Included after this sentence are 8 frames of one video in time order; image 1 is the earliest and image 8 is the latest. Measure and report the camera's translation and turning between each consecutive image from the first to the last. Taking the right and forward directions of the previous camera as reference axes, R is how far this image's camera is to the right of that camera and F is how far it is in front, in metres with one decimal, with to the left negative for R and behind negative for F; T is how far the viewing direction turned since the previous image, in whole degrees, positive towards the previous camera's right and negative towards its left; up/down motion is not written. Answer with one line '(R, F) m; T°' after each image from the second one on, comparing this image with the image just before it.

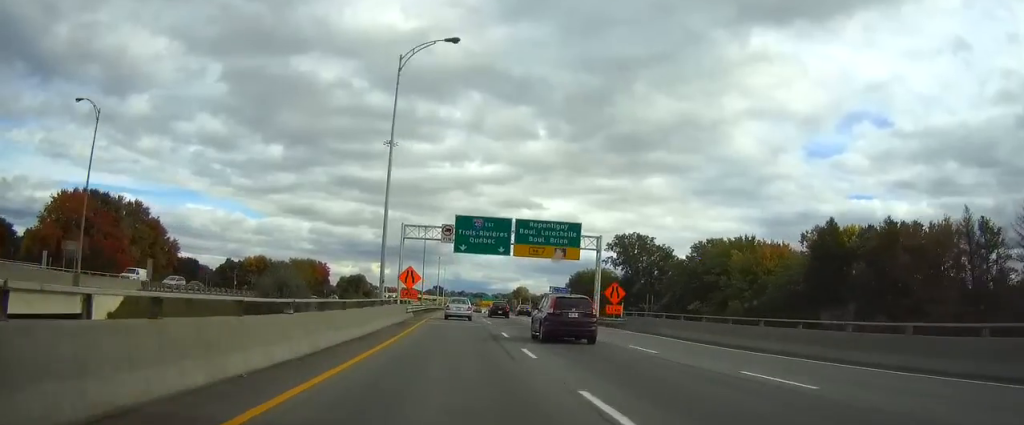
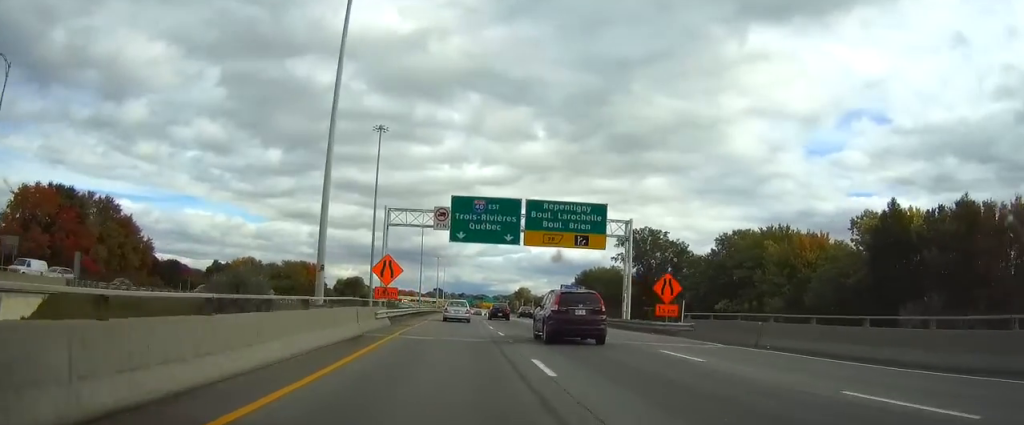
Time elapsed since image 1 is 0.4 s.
(0.0, +13.1) m; 0°
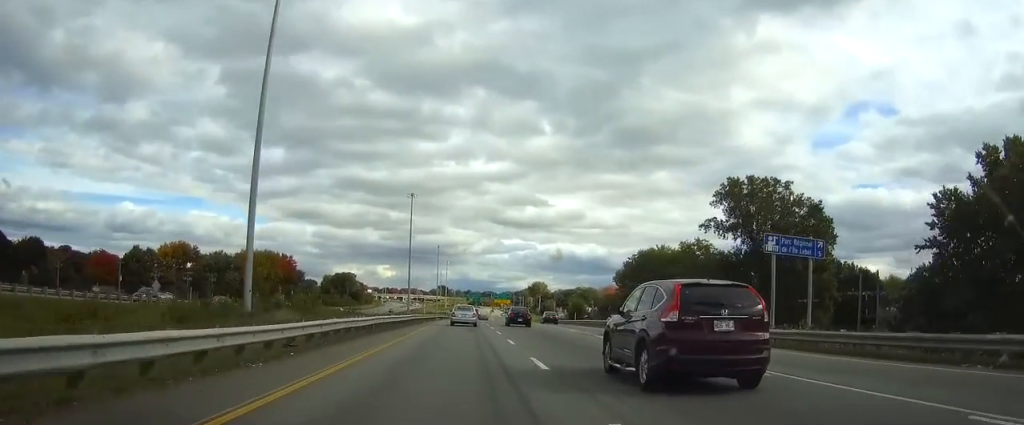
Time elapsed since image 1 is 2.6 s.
(0.0, +66.2) m; 0°
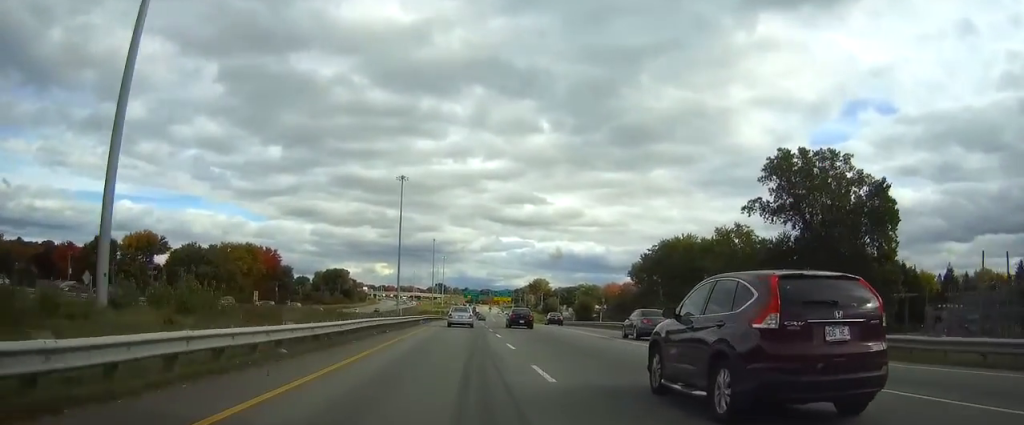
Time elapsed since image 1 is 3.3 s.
(0.0, +20.0) m; 0°
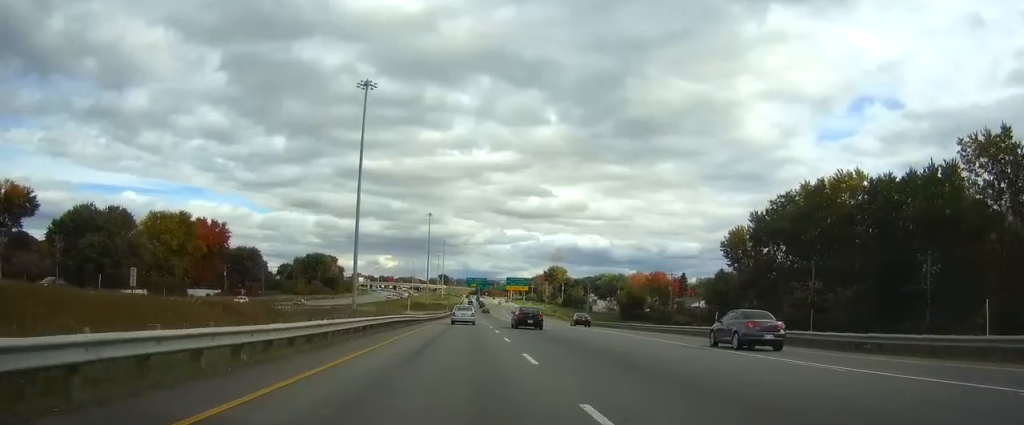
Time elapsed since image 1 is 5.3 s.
(0.0, +60.2) m; 0°
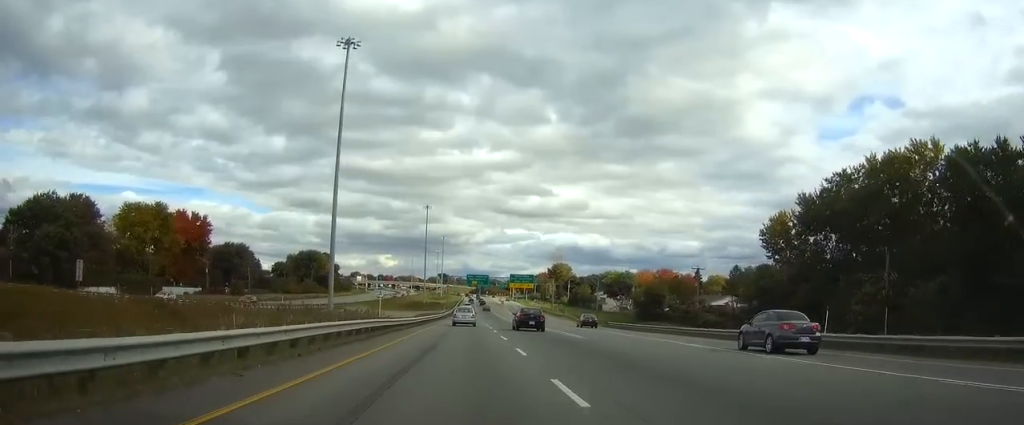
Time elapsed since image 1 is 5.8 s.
(0.0, +15.1) m; 0°
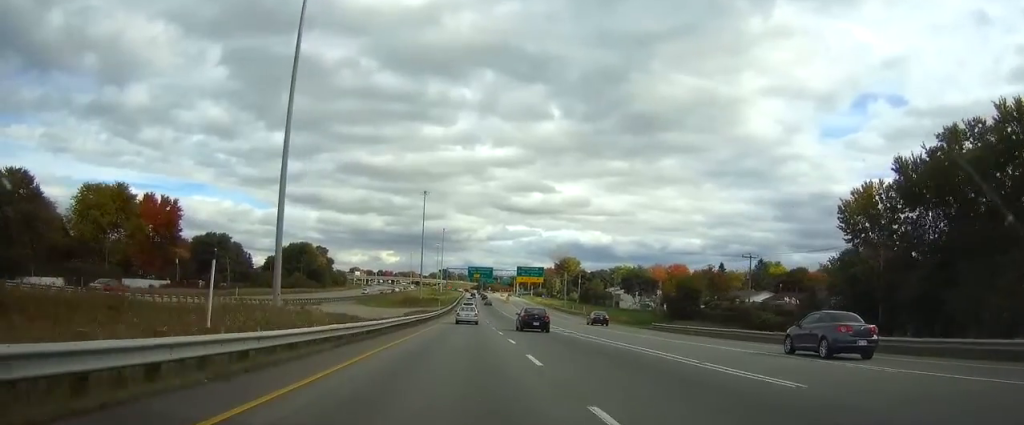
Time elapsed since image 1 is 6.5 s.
(0.0, +21.1) m; 0°
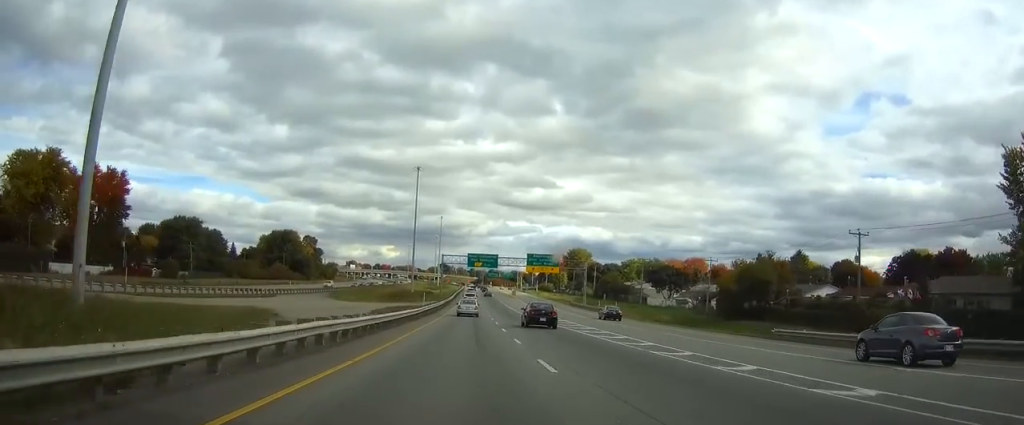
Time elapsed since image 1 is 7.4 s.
(0.0, +28.1) m; 0°
